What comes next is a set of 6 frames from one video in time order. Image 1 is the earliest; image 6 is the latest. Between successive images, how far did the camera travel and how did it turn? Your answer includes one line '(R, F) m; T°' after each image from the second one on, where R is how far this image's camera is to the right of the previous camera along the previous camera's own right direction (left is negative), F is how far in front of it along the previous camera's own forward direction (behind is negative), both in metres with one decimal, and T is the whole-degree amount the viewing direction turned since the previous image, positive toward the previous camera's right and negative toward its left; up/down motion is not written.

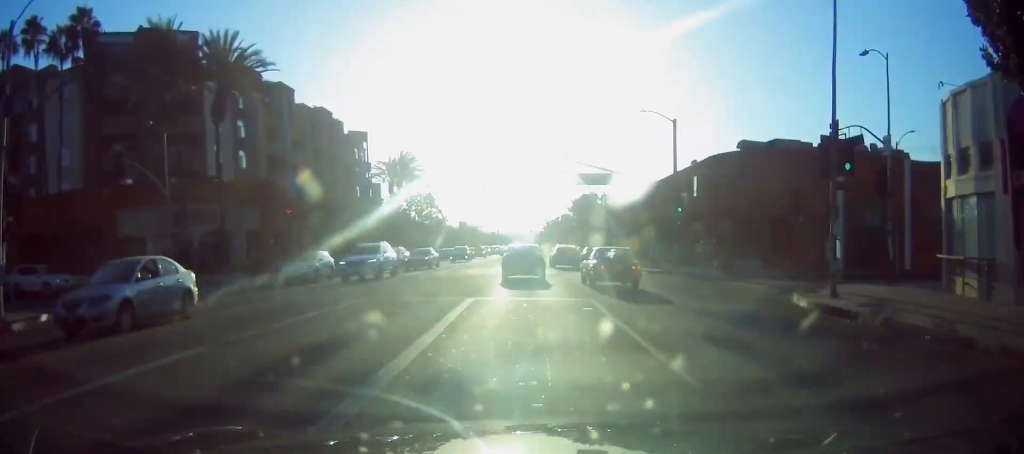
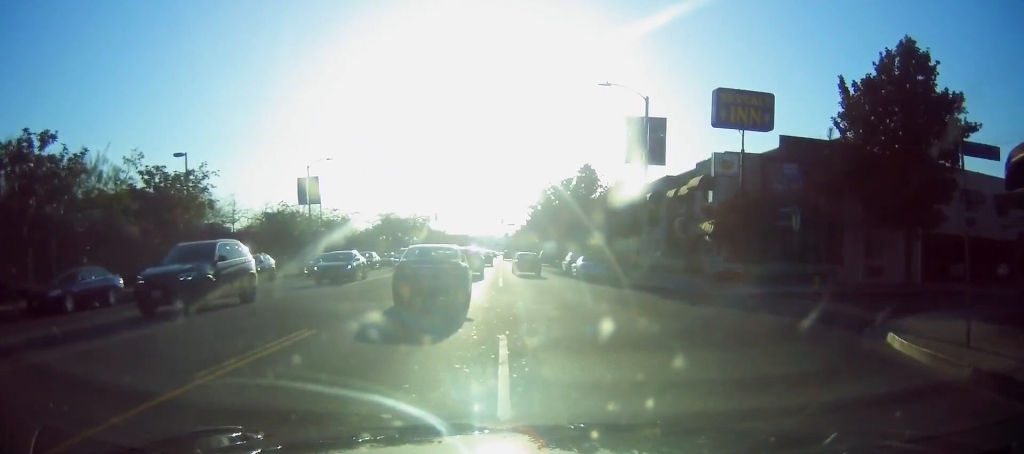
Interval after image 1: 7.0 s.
(-0.1, +115.4) m; 0°
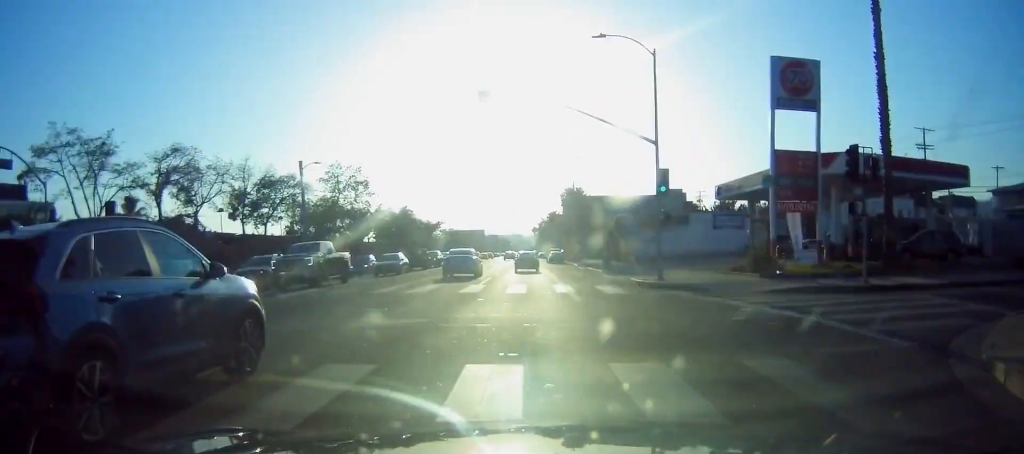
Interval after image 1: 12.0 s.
(-0.1, +96.4) m; 0°
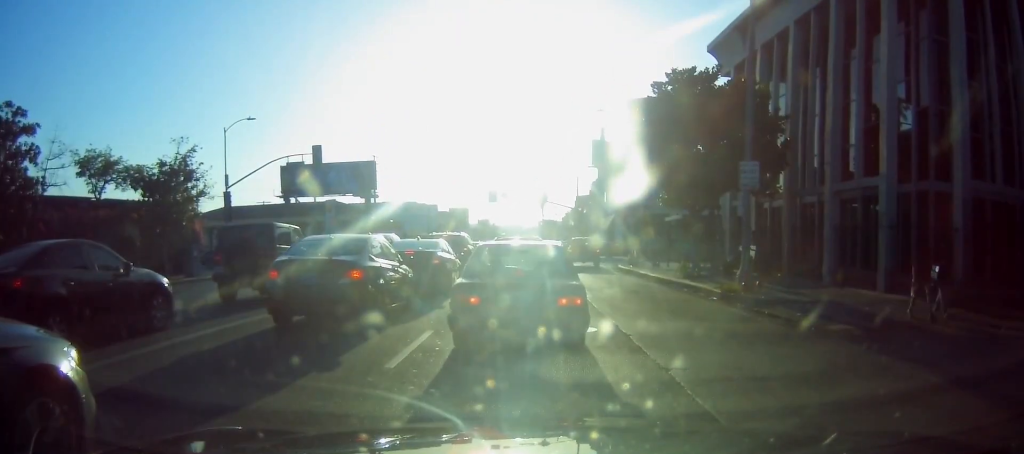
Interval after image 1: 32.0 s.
(-0.5, +140.9) m; -1°
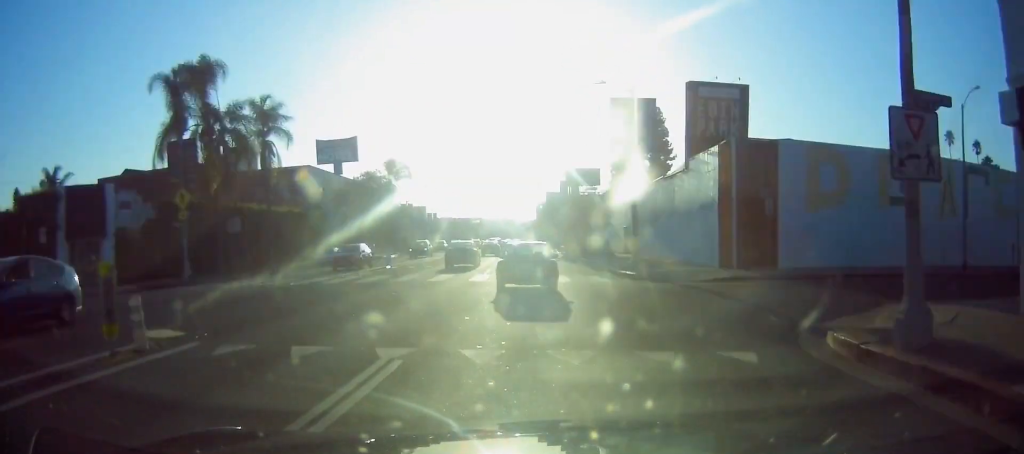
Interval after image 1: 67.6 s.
(+3.0, +310.7) m; 0°
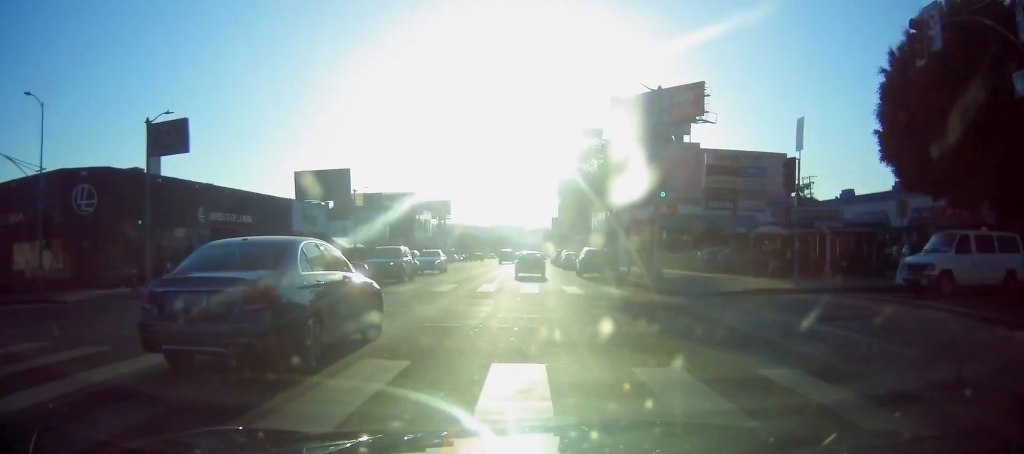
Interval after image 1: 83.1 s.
(-0.4, +221.0) m; 0°
